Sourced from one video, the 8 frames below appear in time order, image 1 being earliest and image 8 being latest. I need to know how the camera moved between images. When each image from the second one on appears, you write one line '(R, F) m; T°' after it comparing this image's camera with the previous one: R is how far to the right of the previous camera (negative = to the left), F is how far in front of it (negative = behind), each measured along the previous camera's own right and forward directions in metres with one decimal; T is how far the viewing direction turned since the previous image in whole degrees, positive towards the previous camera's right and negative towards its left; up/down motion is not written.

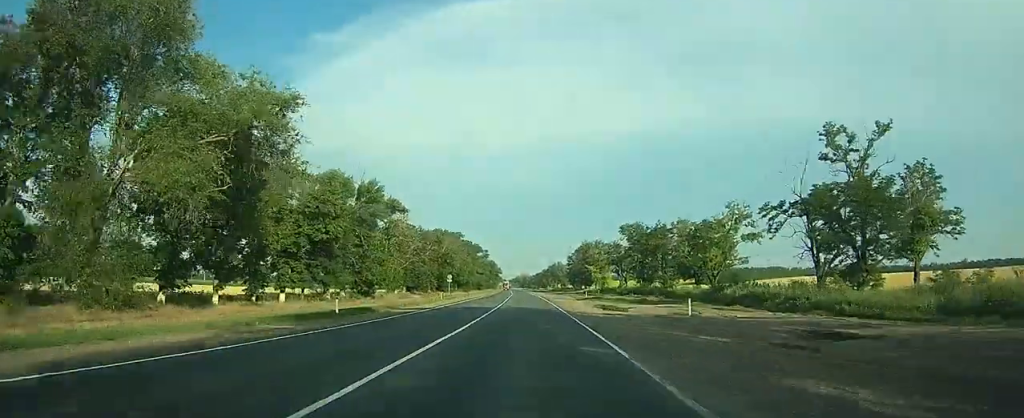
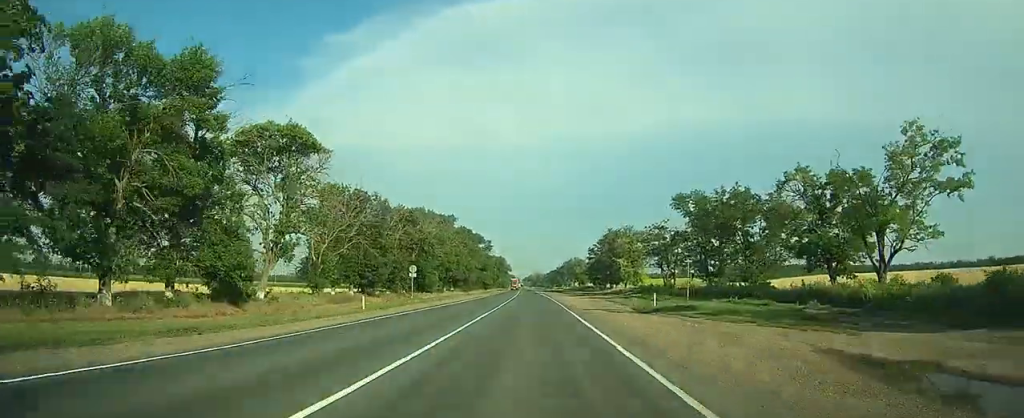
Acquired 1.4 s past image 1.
(-0.4, +34.9) m; -1°
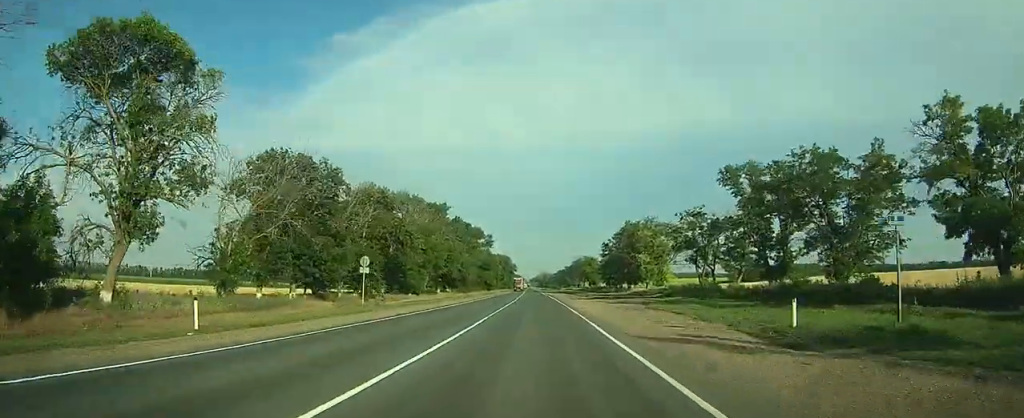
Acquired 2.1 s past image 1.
(0.0, +18.4) m; -1°
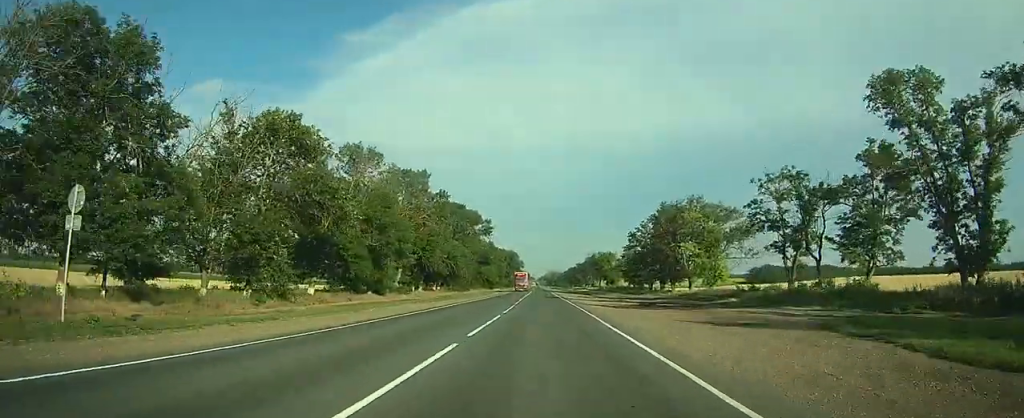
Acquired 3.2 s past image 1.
(-0.4, +27.7) m; -1°
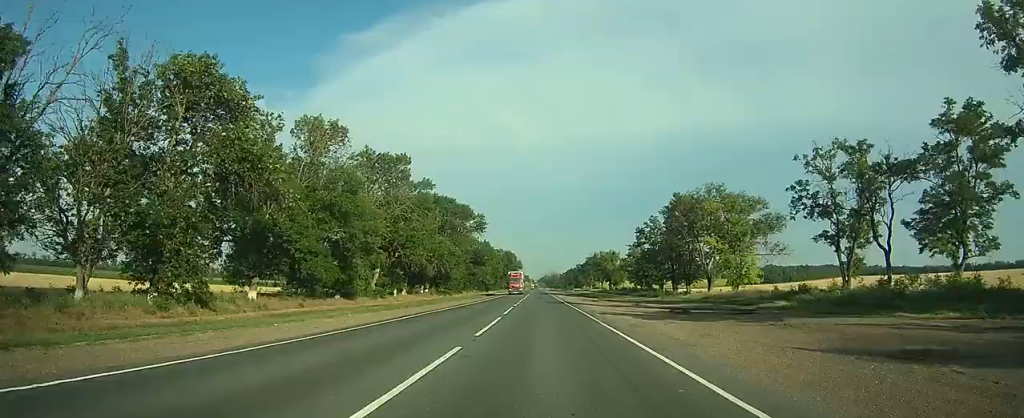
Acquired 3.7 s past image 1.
(0.0, +11.0) m; 0°
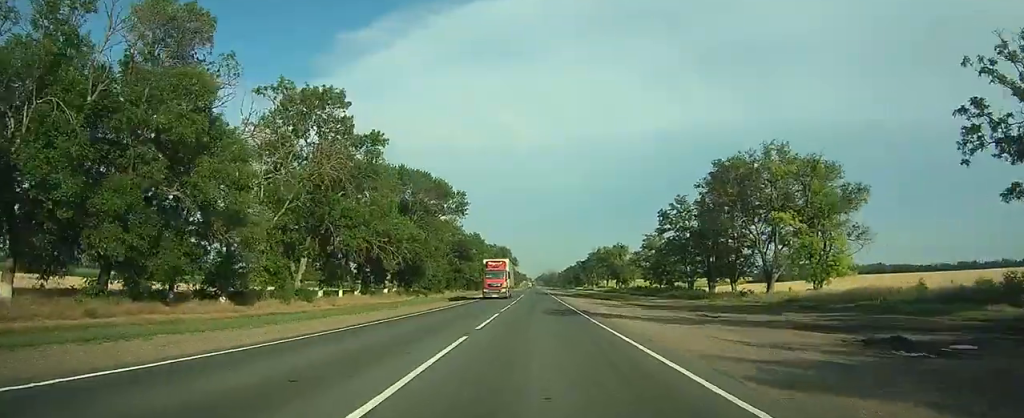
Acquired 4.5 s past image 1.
(0.0, +22.0) m; 0°
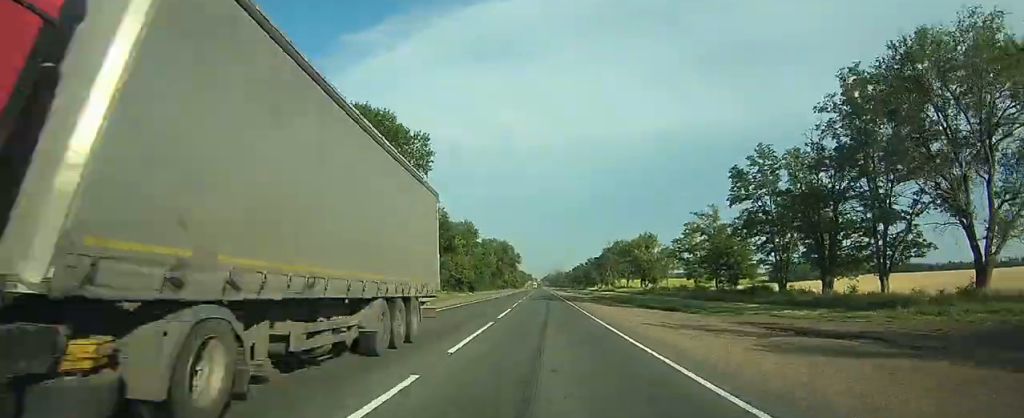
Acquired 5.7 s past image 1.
(-0.1, +29.7) m; 0°
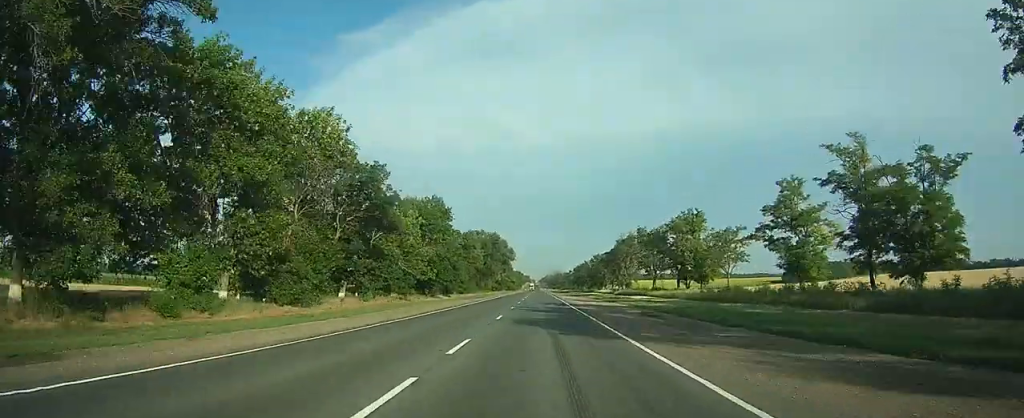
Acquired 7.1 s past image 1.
(0.0, +35.8) m; 0°
